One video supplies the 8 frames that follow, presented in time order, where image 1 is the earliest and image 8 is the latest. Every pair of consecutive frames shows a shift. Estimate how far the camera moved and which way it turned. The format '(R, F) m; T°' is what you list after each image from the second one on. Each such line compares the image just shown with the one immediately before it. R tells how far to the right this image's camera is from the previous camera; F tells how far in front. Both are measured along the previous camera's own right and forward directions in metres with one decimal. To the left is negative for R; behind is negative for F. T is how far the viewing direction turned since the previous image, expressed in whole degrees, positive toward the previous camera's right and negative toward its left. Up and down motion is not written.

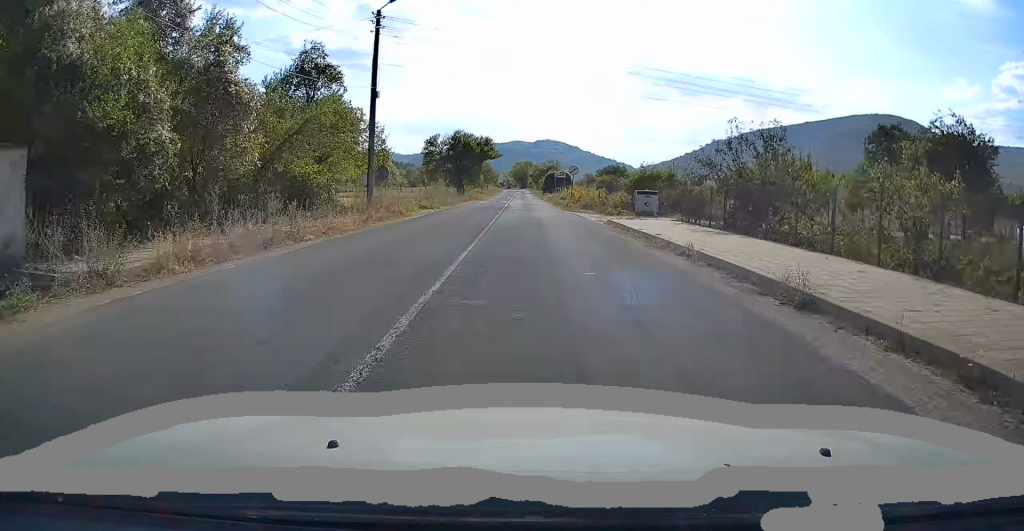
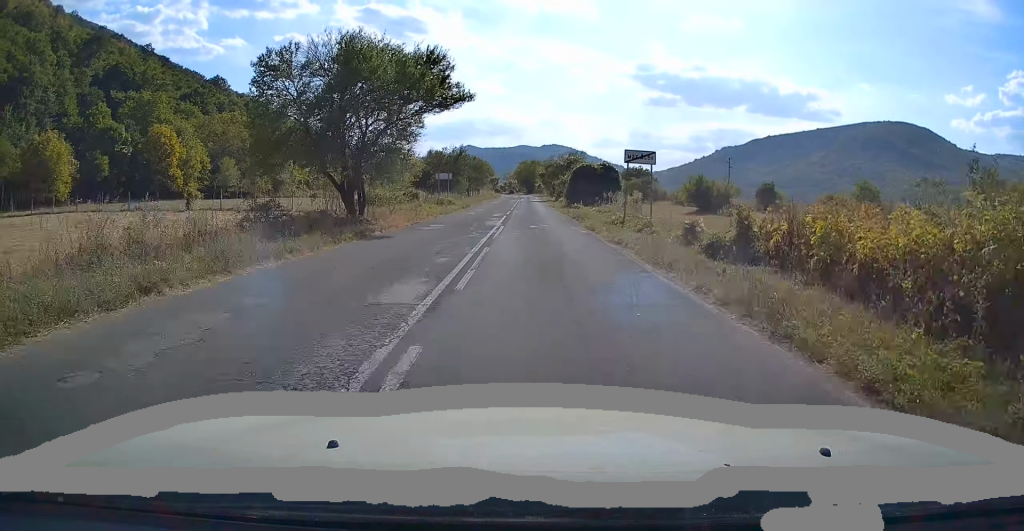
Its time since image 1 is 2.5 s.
(-0.8, +47.7) m; -1°
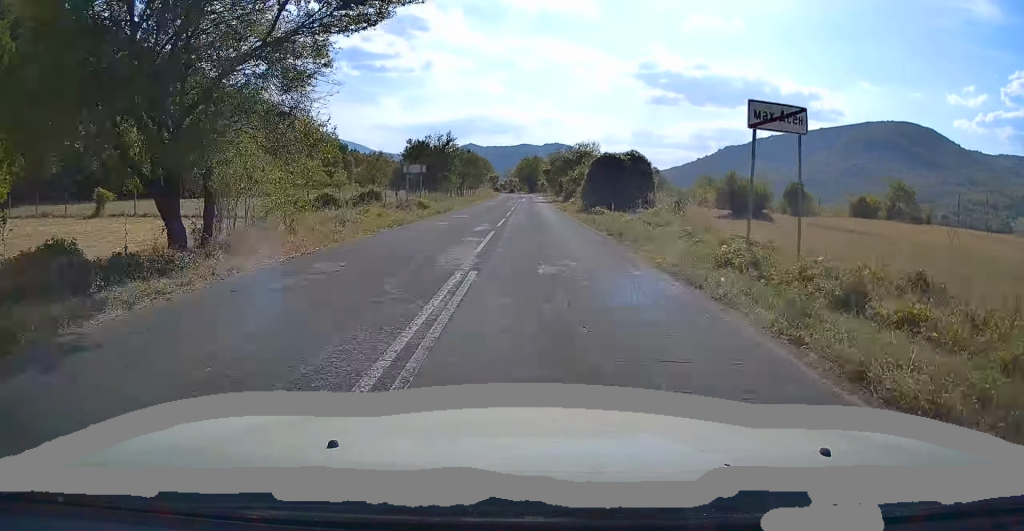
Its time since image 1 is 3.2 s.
(+0.1, +13.3) m; 0°
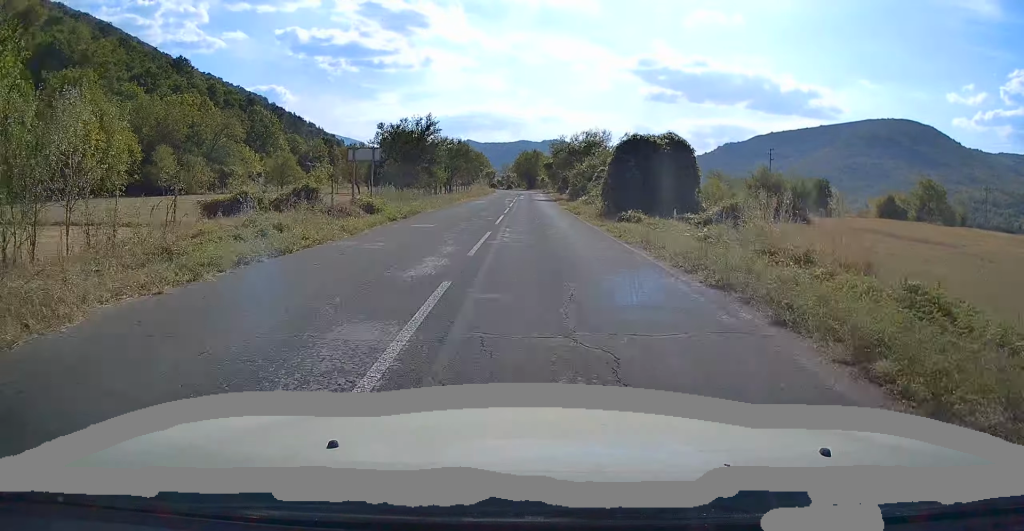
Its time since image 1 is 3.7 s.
(+0.1, +10.7) m; 0°
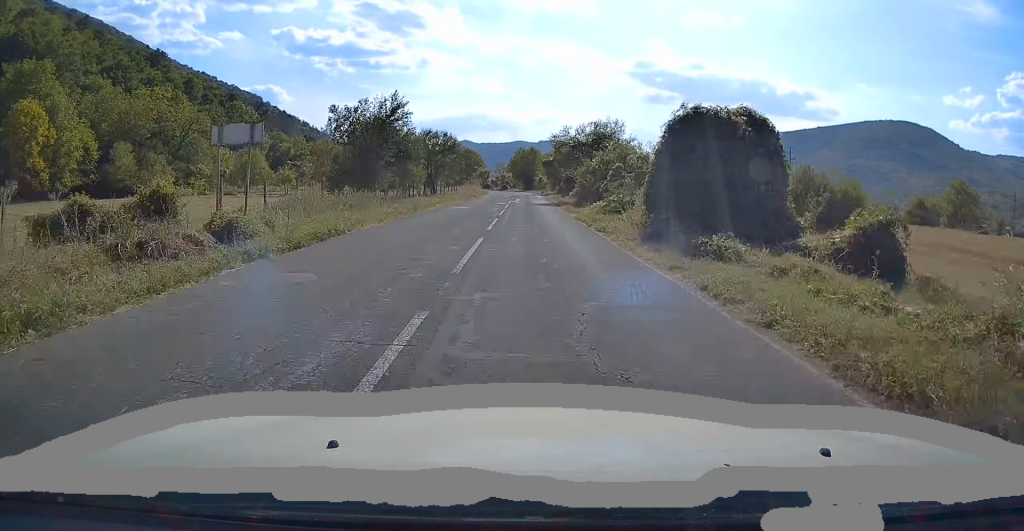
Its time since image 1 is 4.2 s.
(0.0, +10.7) m; -1°
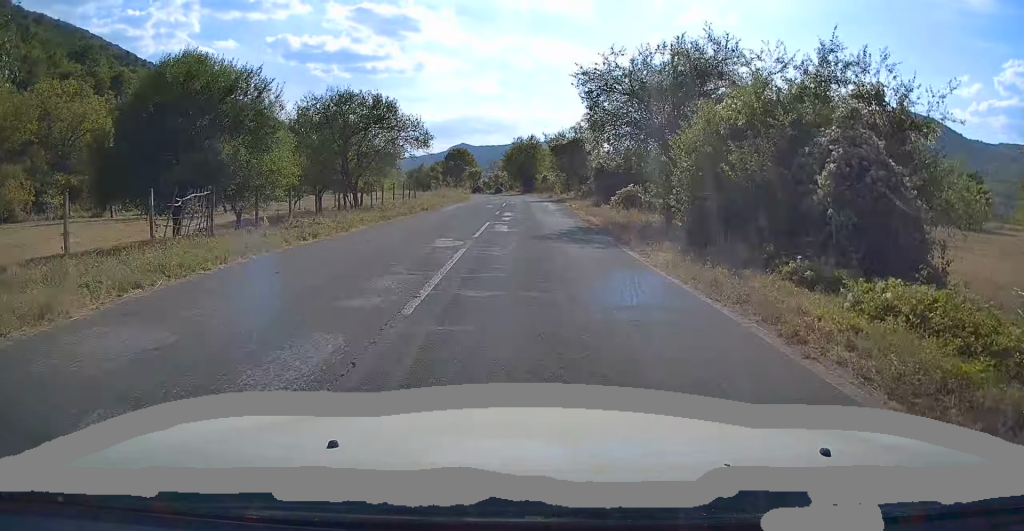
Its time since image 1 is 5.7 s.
(-0.6, +29.9) m; -1°
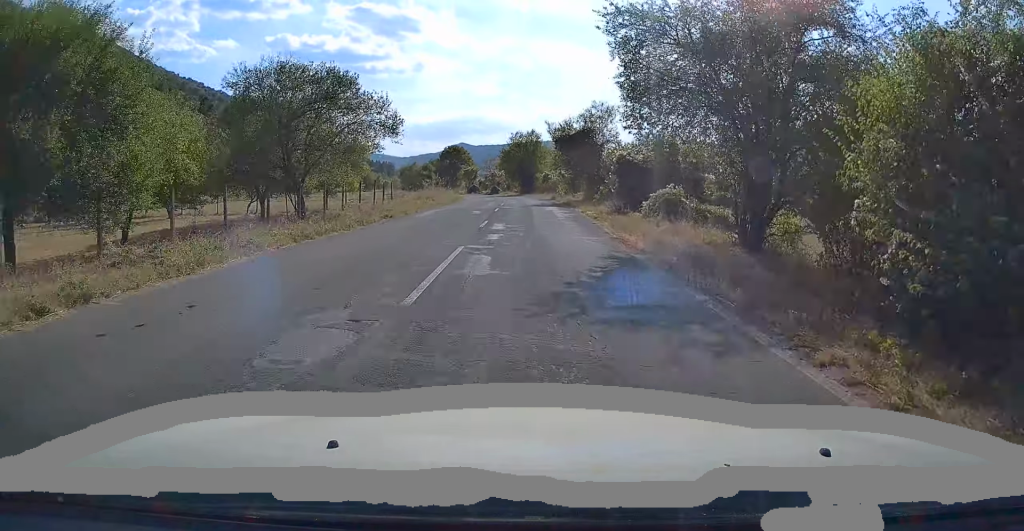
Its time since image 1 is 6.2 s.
(+0.1, +8.6) m; 0°
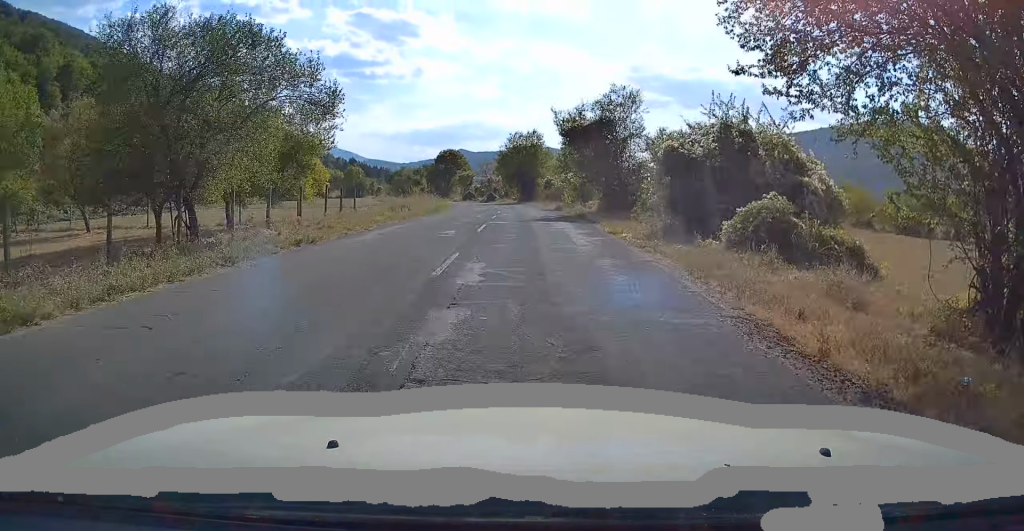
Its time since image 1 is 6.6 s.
(+0.1, +9.3) m; 0°
